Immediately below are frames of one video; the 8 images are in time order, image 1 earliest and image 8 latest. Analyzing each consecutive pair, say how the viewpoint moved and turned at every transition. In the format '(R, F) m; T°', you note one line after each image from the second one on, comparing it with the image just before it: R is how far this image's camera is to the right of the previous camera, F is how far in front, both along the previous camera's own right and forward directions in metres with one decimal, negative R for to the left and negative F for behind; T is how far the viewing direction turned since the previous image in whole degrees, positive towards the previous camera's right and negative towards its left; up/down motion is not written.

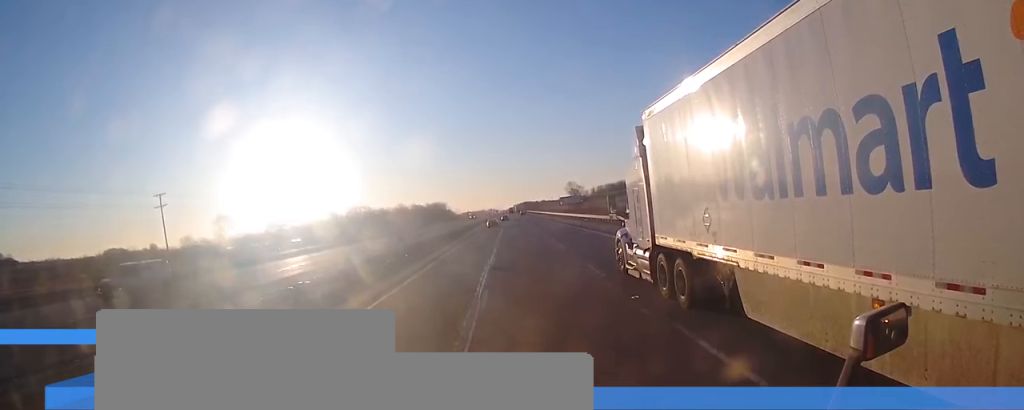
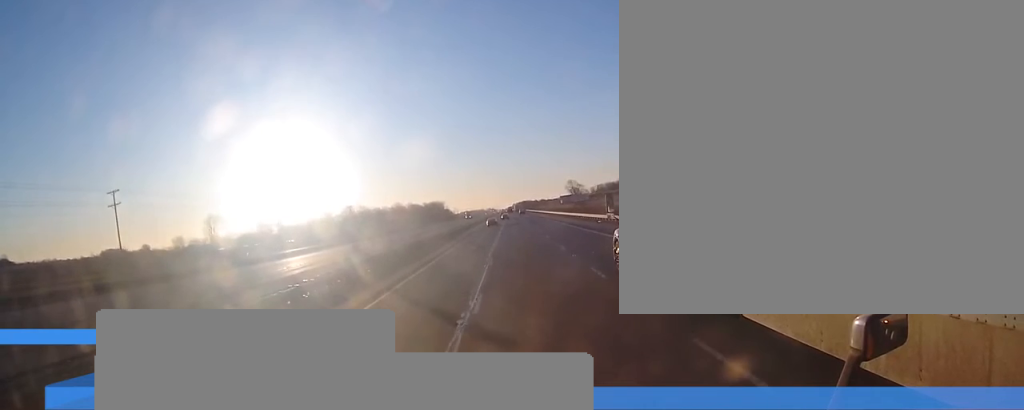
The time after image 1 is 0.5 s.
(0.0, +13.0) m; 0°
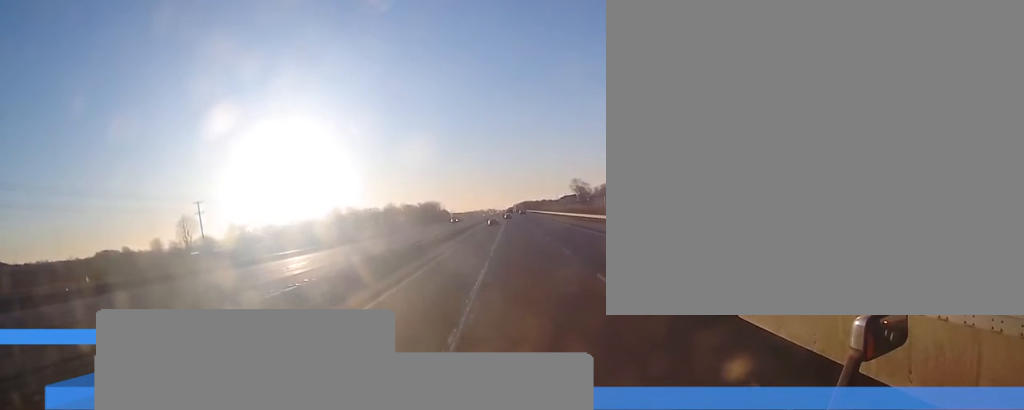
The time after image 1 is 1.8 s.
(-0.4, +37.4) m; -1°
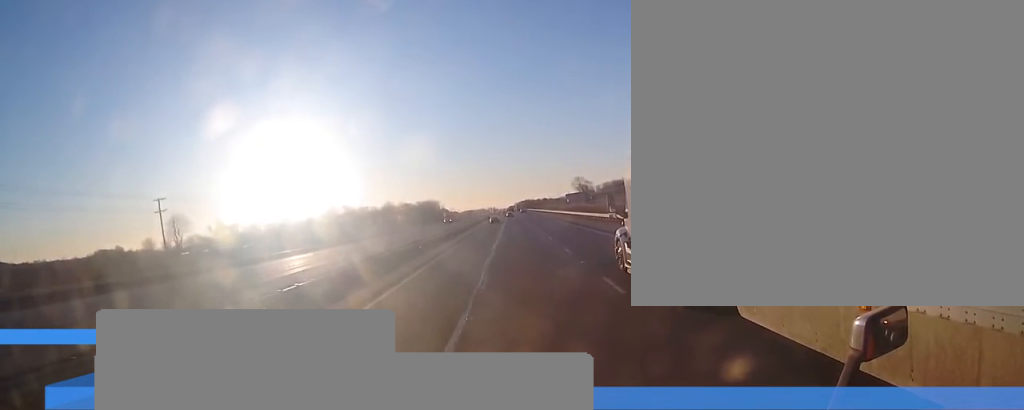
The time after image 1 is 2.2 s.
(0.0, +13.4) m; +1°
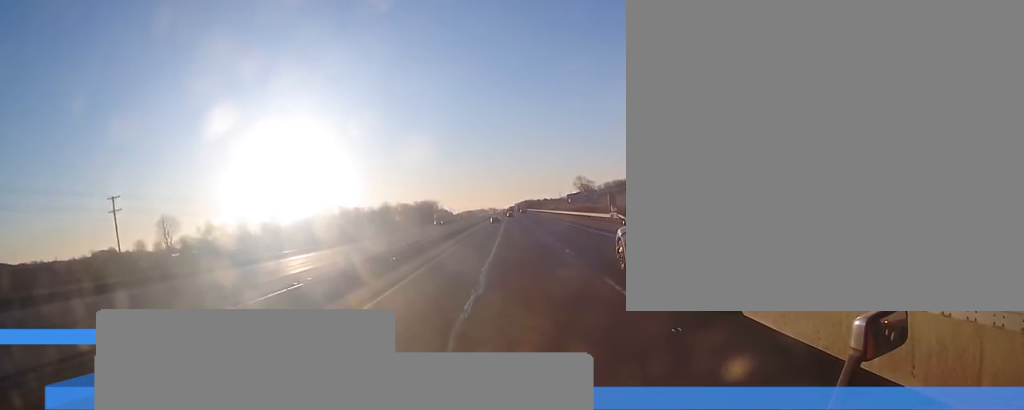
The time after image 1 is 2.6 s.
(-0.1, +12.0) m; +1°
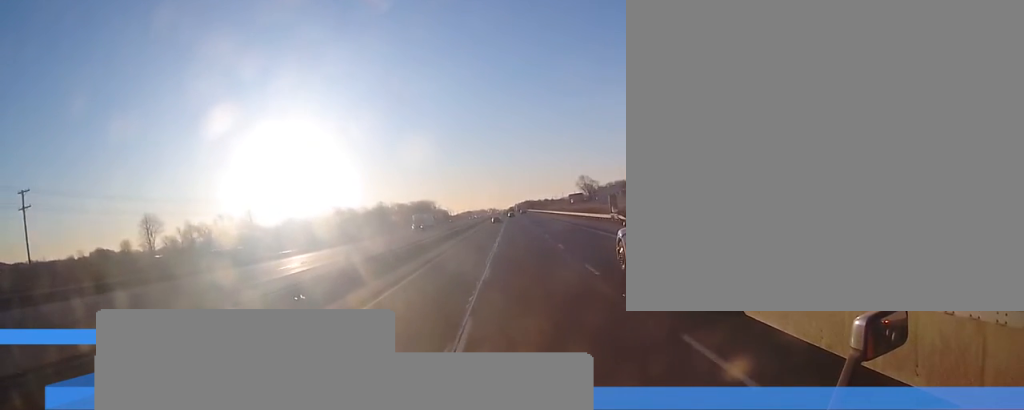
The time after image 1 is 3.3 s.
(+0.4, +19.6) m; +1°
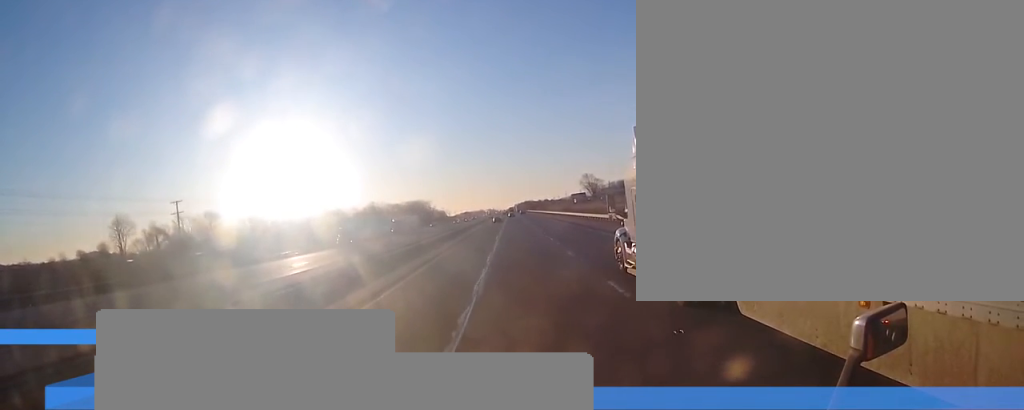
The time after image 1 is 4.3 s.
(+0.1, +28.2) m; 0°
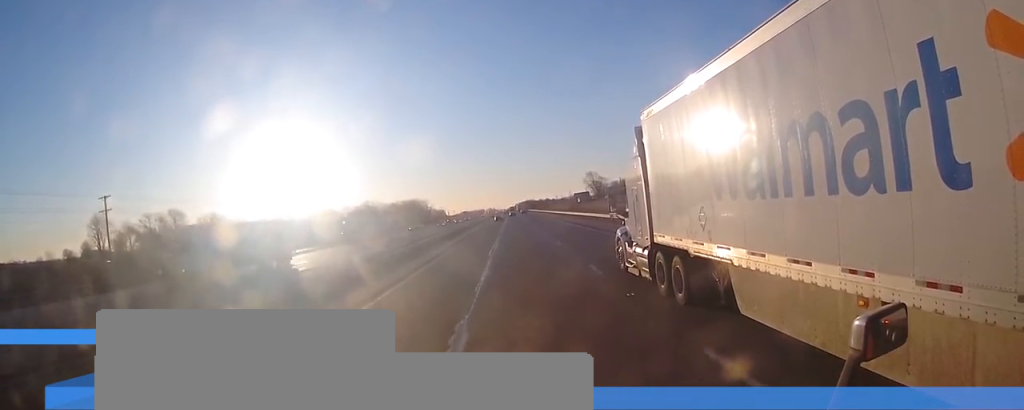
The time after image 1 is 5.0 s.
(-0.2, +20.6) m; -1°
